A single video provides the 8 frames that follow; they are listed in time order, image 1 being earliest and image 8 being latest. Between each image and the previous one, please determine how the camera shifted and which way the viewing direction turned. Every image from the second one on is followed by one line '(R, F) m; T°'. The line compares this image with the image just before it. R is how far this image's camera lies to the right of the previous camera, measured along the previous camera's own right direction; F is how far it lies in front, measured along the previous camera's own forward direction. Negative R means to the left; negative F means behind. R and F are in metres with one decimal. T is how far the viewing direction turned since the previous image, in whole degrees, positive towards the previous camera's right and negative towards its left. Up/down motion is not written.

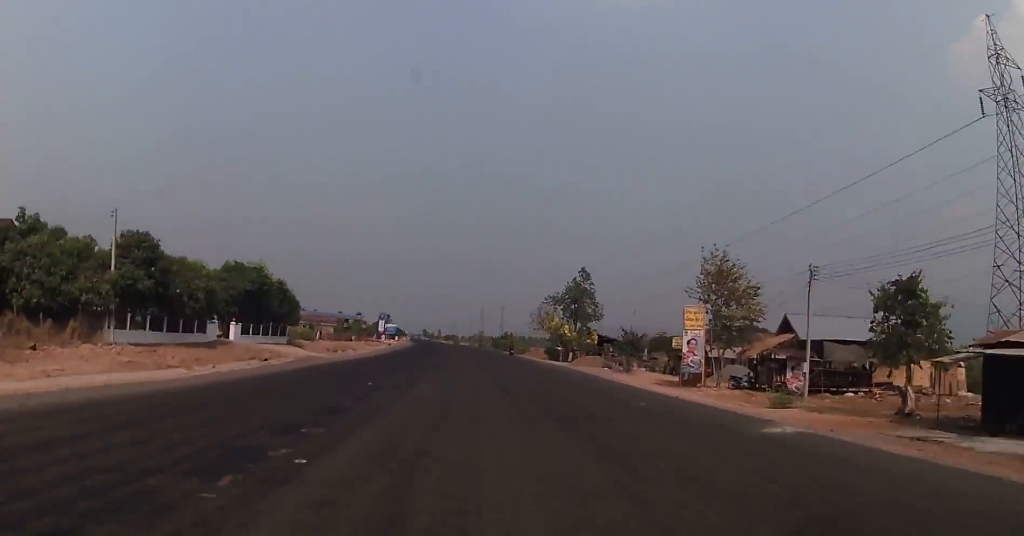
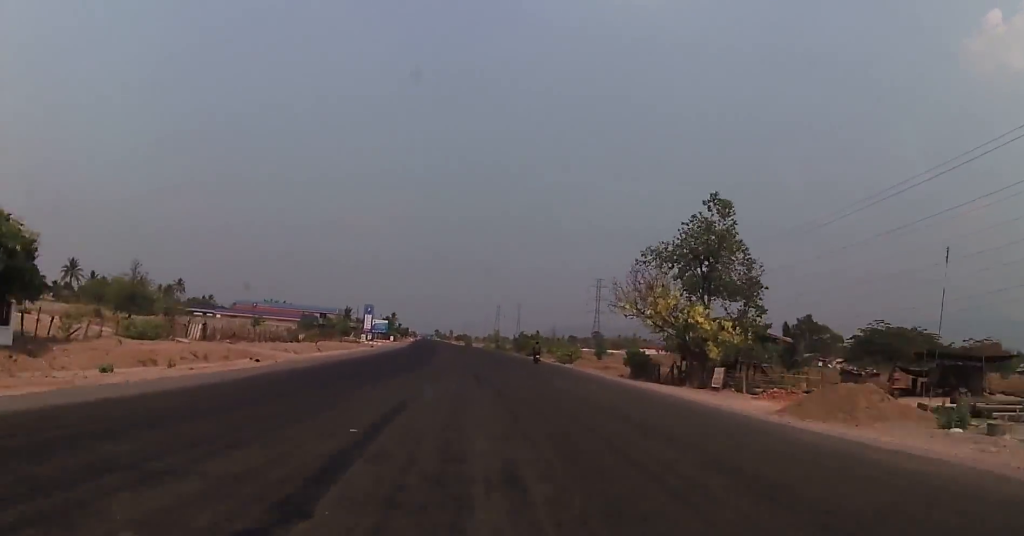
(-0.3, +45.6) m; -1°
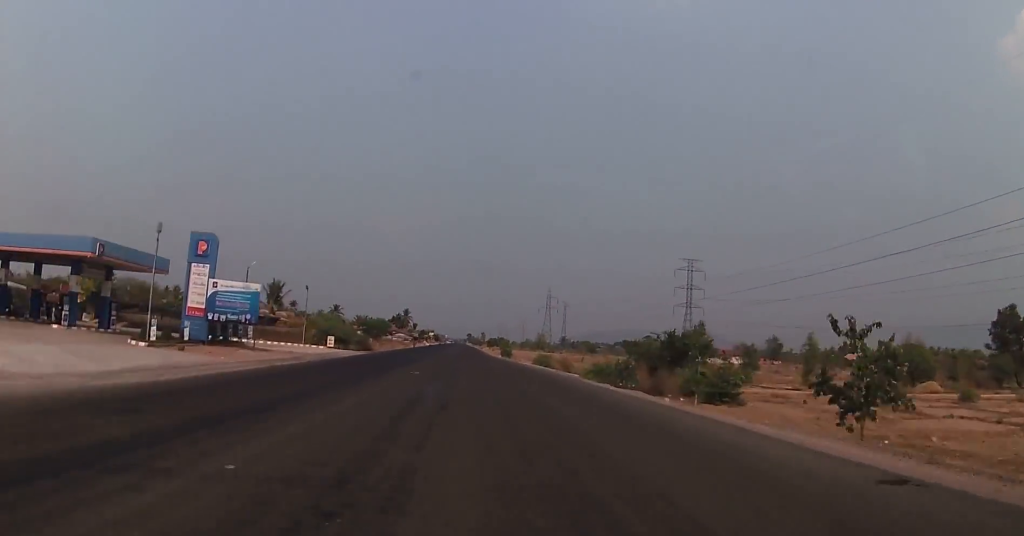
(-1.9, +101.3) m; -2°
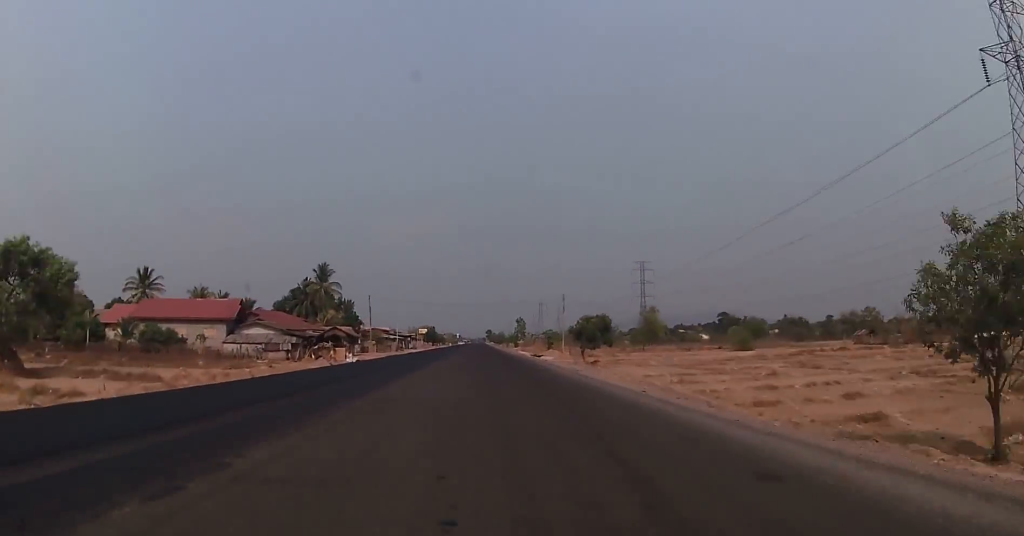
(-5.8, +212.0) m; -2°
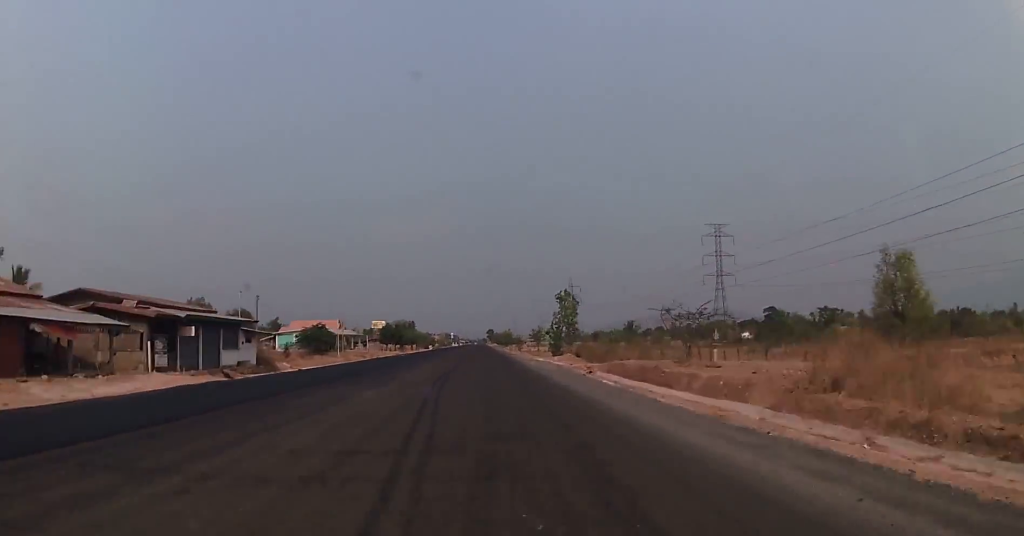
(0.0, +111.4) m; 0°
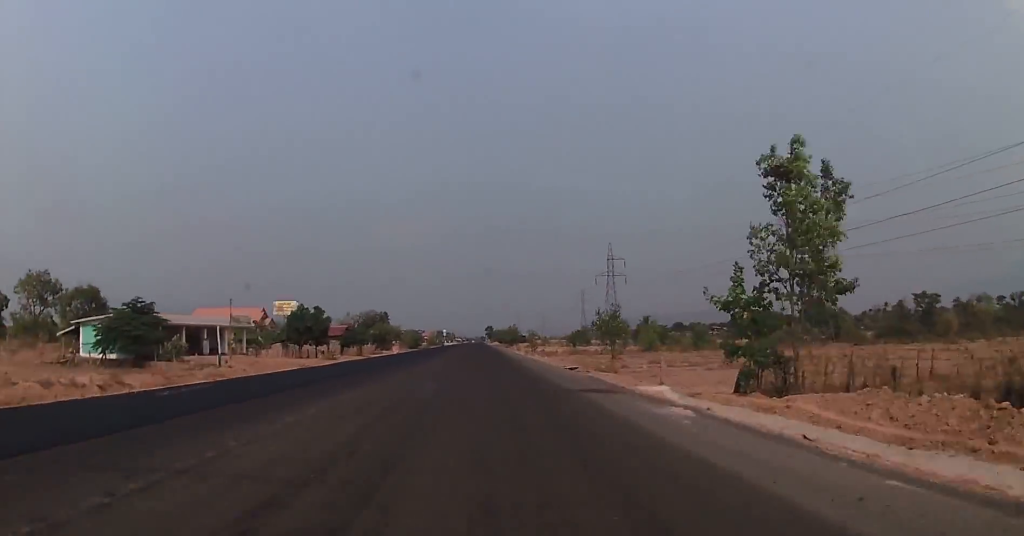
(+0.4, +69.8) m; 0°
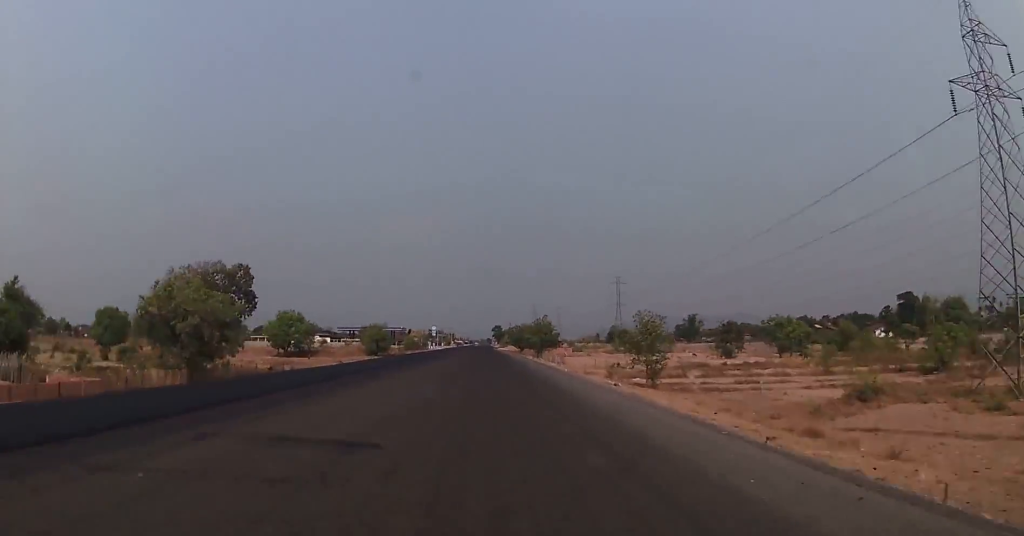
(-0.3, +115.1) m; 0°
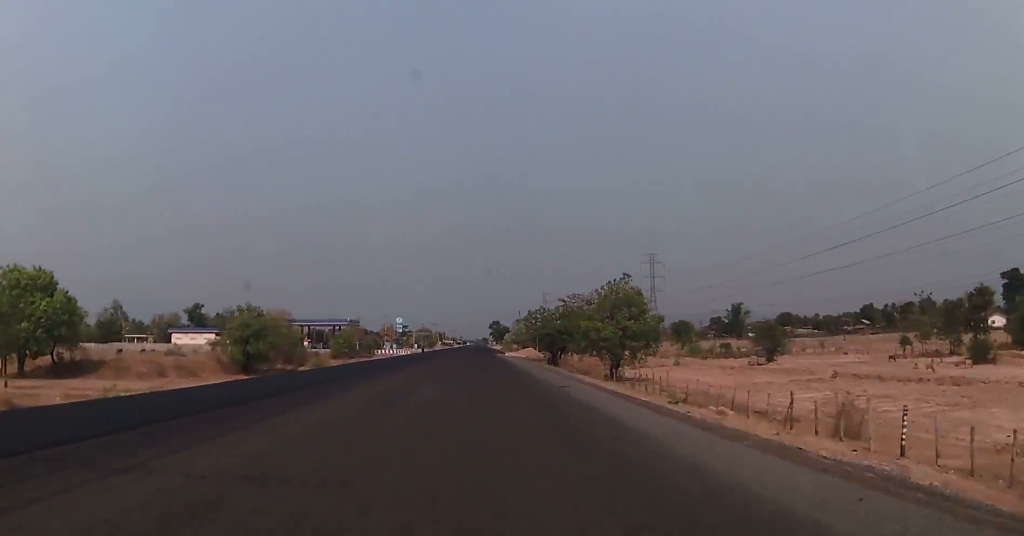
(0.0, +91.3) m; 0°
